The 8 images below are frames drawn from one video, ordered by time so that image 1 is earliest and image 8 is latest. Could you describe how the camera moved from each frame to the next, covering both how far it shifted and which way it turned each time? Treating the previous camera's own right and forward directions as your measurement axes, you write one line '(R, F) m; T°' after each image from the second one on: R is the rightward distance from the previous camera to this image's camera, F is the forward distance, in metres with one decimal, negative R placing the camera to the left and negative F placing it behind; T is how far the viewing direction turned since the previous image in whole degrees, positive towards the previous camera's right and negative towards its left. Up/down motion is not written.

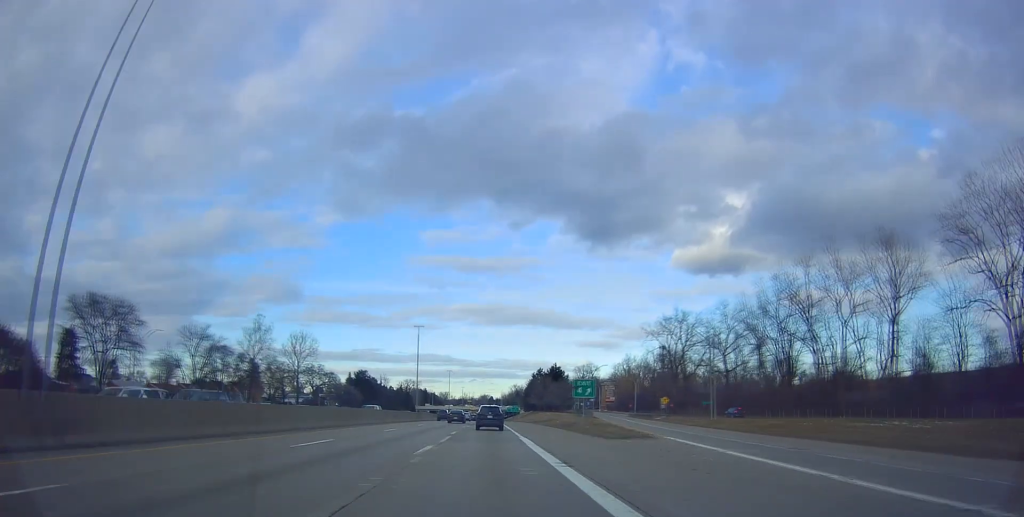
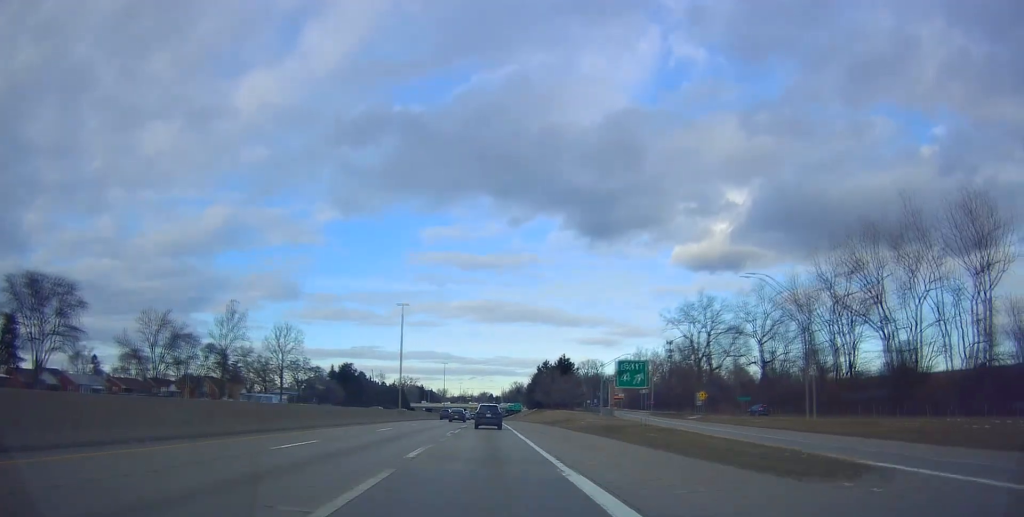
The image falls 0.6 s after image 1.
(+0.1, +17.0) m; 0°
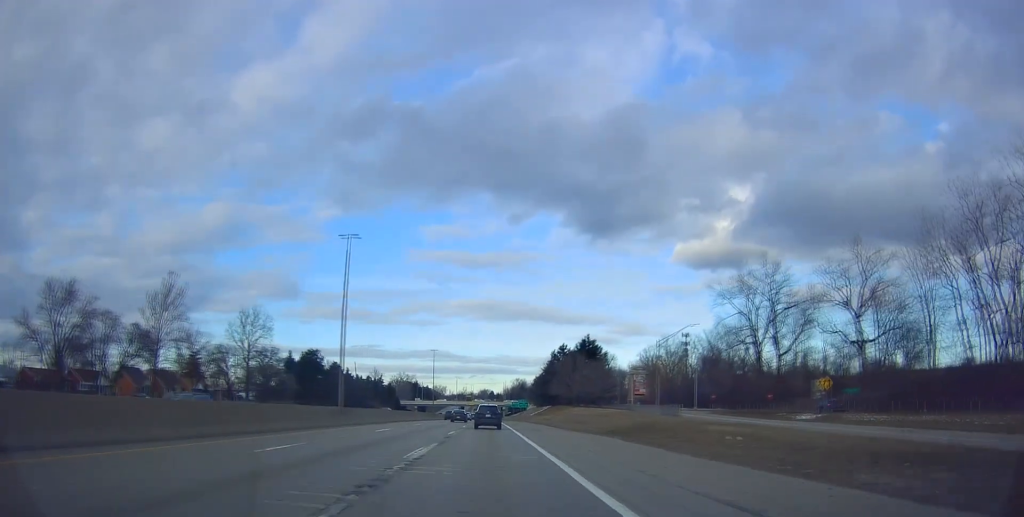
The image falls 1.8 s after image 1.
(-0.3, +30.3) m; -1°
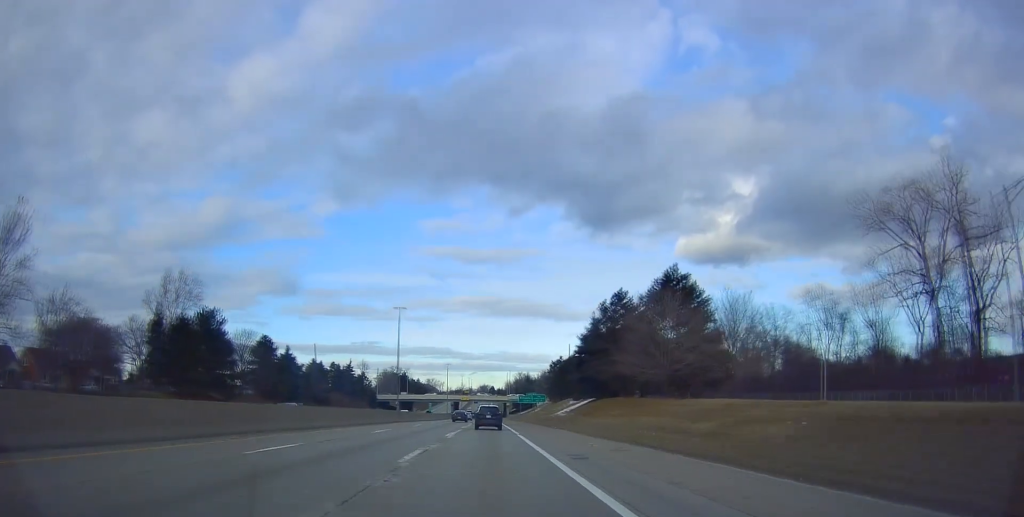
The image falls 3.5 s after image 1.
(+0.1, +46.3) m; +1°
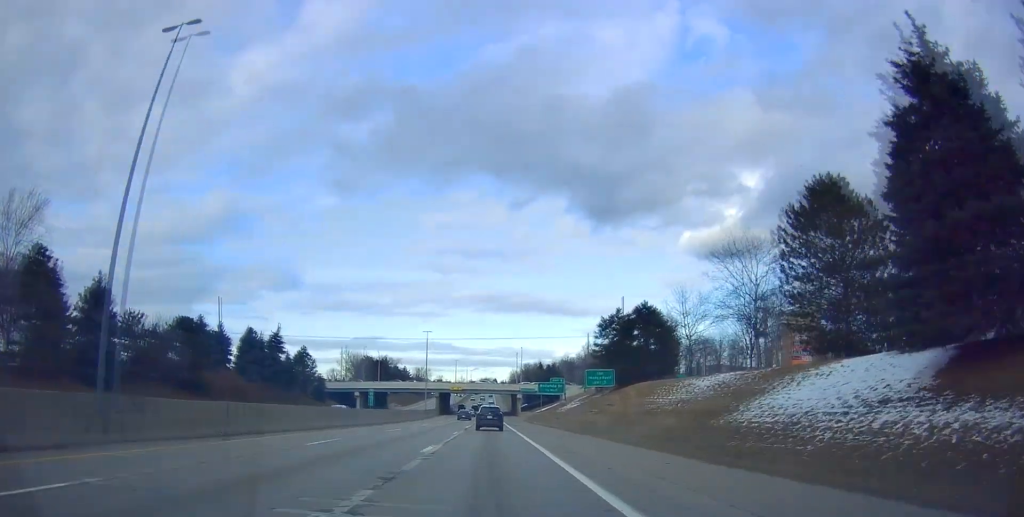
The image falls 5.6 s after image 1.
(-2.1, +57.5) m; -3°
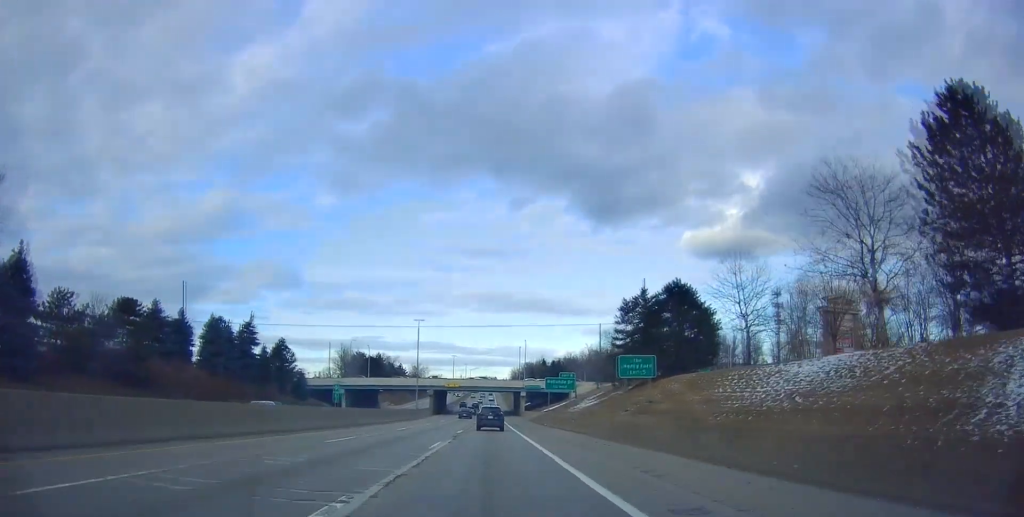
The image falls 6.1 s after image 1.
(0.0, +12.7) m; +1°
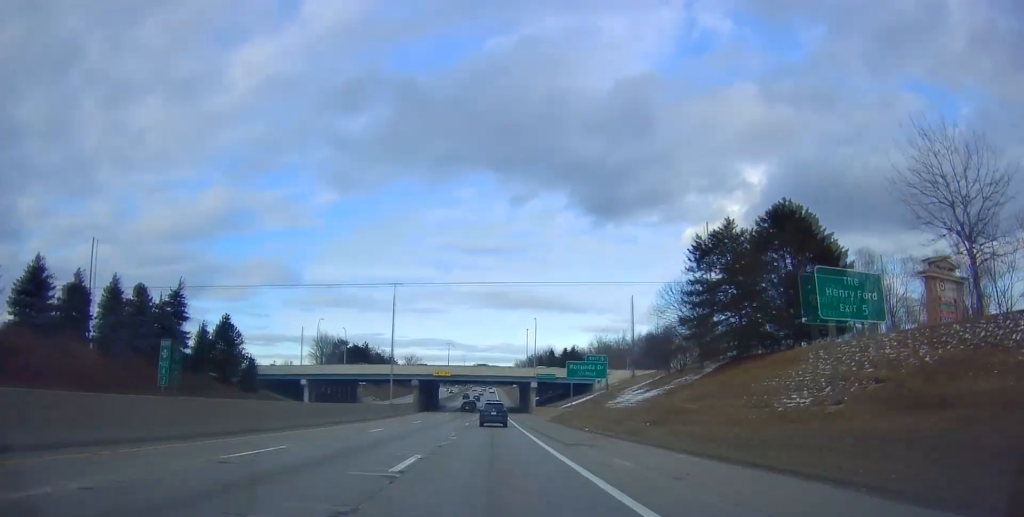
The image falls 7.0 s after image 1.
(+0.3, +23.6) m; +1°
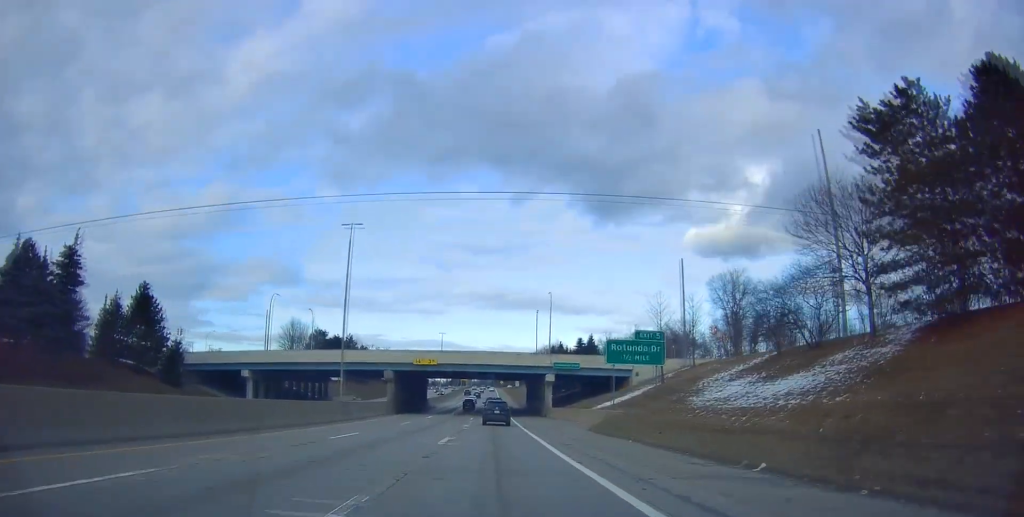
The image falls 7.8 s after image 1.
(+0.2, +21.9) m; 0°
